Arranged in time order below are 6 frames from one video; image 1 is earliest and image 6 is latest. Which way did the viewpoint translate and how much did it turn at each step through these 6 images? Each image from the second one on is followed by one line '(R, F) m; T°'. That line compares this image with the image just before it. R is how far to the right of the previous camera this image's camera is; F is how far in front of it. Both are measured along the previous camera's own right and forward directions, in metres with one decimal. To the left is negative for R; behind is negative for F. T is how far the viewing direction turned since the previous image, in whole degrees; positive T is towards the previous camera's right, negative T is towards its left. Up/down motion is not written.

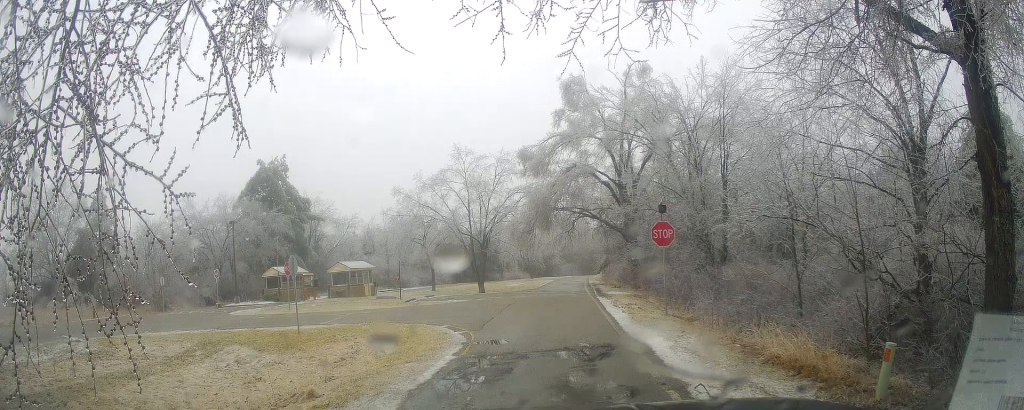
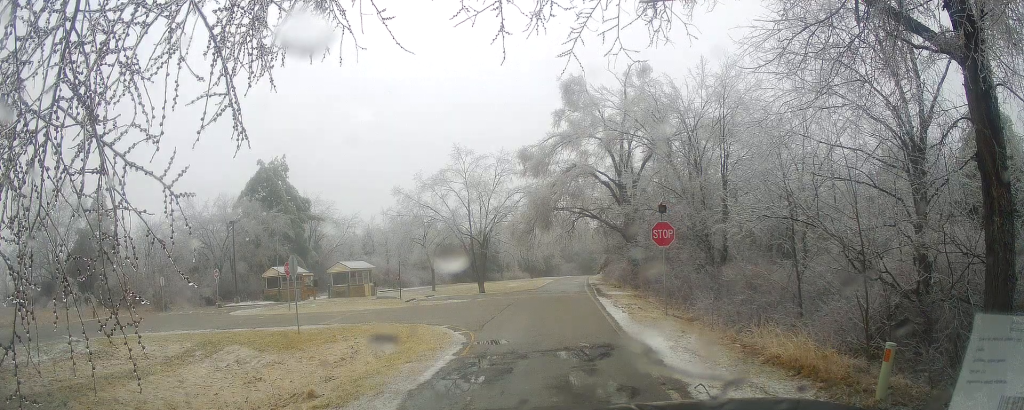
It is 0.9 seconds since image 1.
(0.0, 0.0) m; 0°
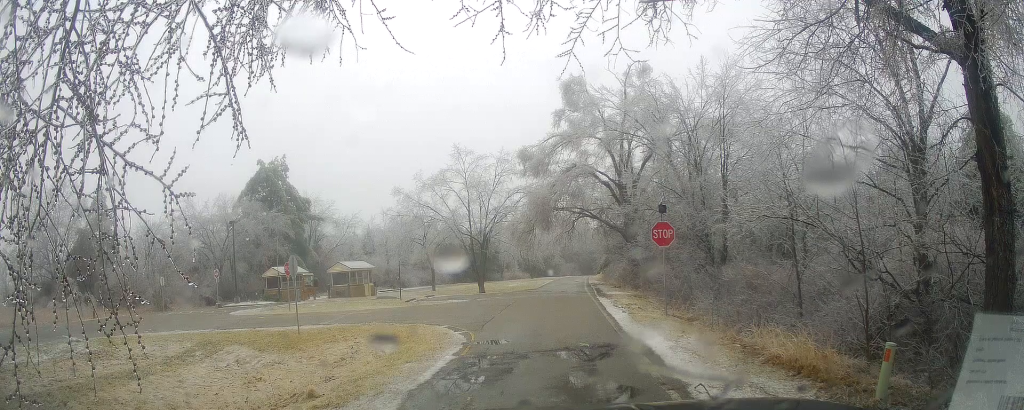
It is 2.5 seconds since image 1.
(0.0, 0.0) m; 0°
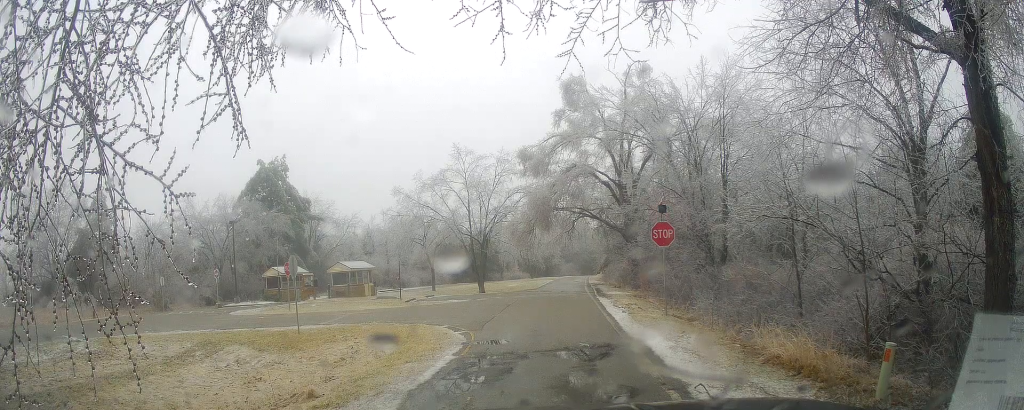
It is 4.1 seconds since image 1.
(0.0, 0.0) m; 0°
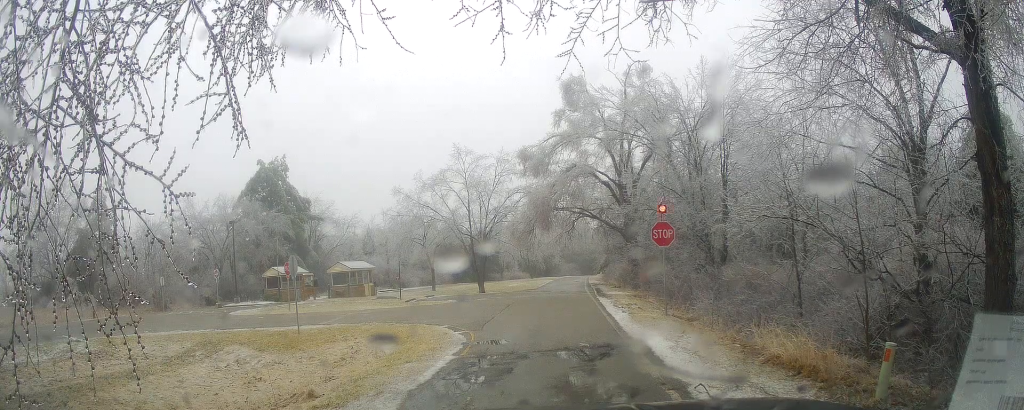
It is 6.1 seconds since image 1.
(0.0, 0.0) m; 0°
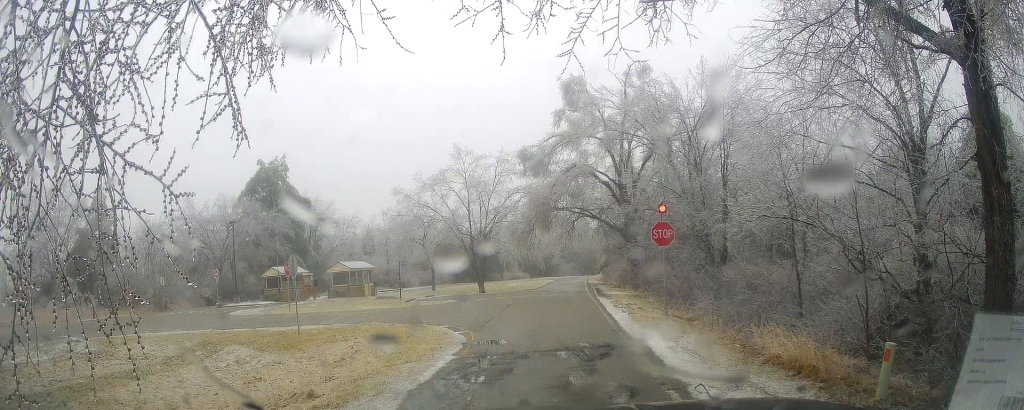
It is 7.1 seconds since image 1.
(0.0, 0.0) m; 0°
